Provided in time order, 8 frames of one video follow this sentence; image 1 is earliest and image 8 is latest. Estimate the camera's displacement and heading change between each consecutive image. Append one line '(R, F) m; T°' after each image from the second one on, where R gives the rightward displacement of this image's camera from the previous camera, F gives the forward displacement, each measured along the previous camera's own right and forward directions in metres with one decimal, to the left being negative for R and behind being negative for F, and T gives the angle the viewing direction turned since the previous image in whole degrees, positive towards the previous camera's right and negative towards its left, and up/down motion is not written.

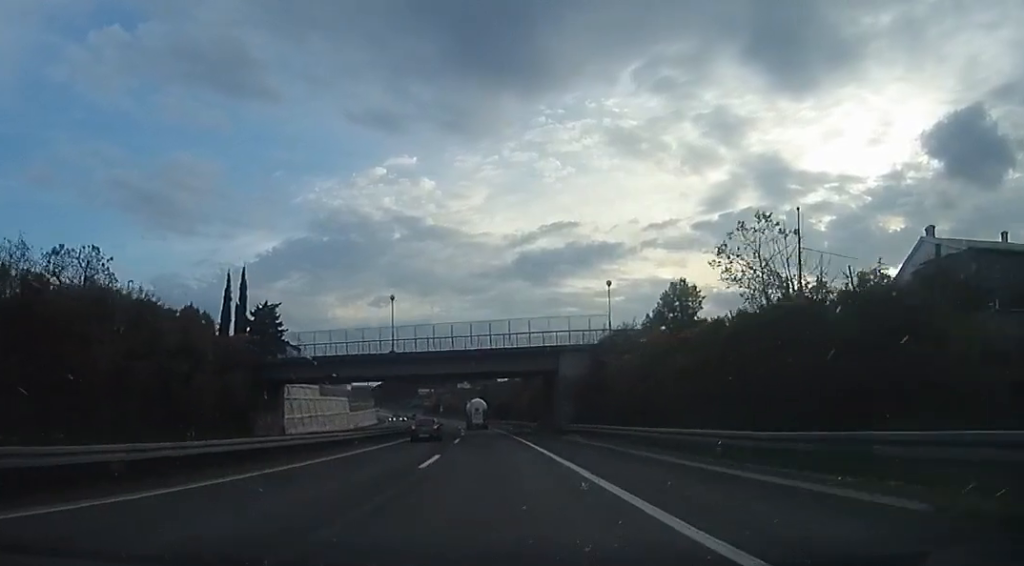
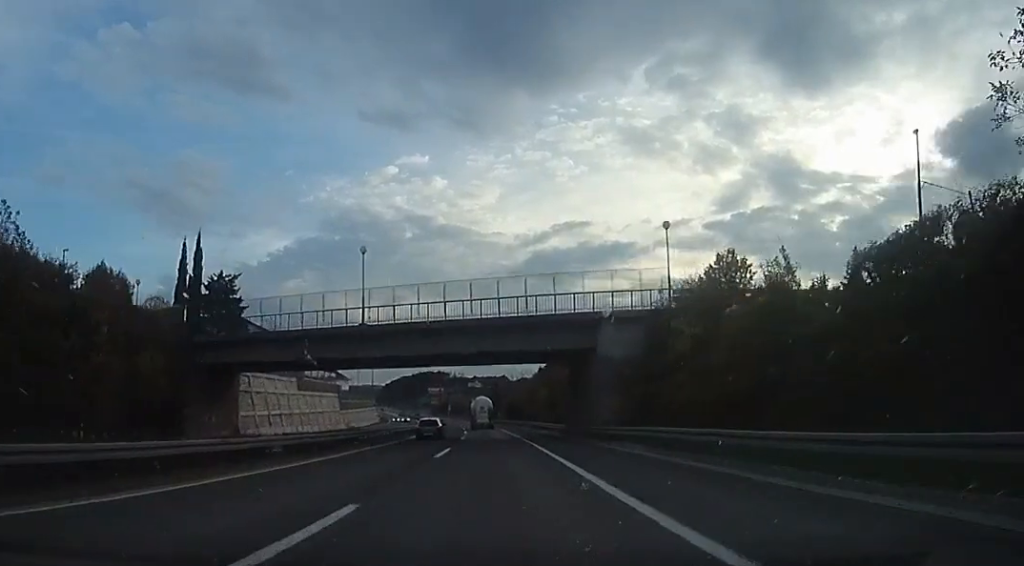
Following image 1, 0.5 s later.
(-0.3, +14.0) m; -1°
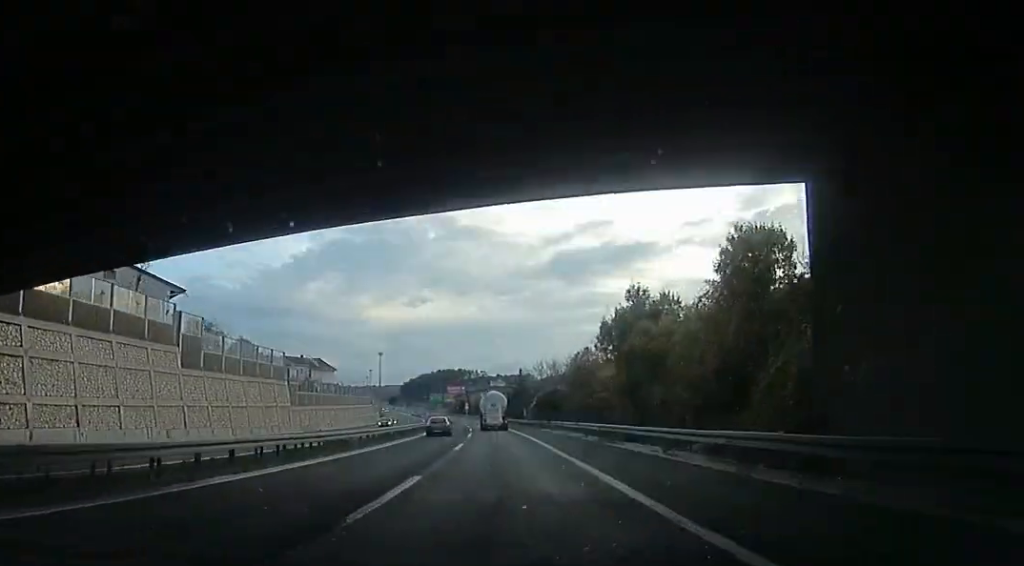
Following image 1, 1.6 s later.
(-0.2, +31.9) m; -2°
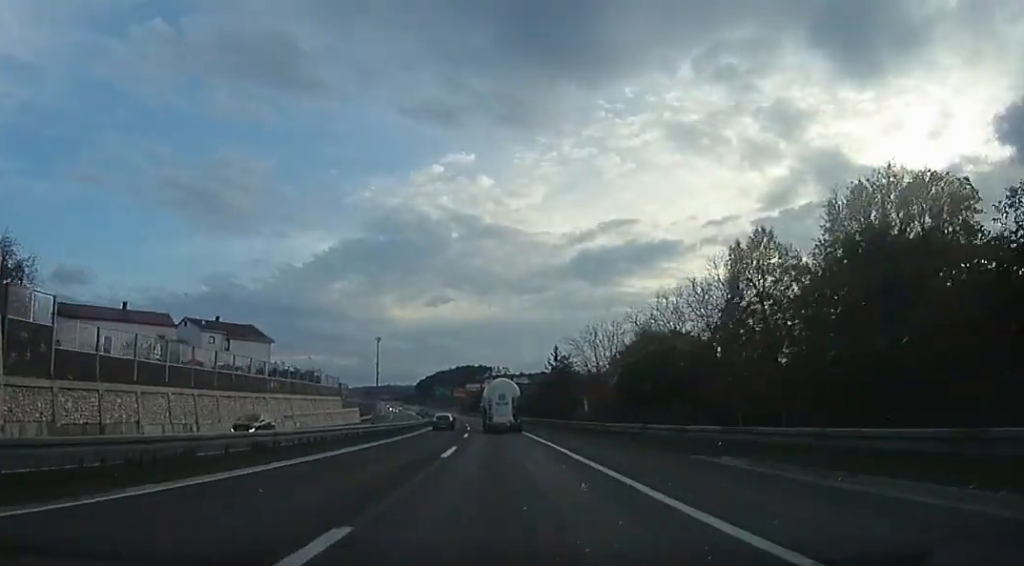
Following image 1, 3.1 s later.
(-1.4, +42.7) m; -3°
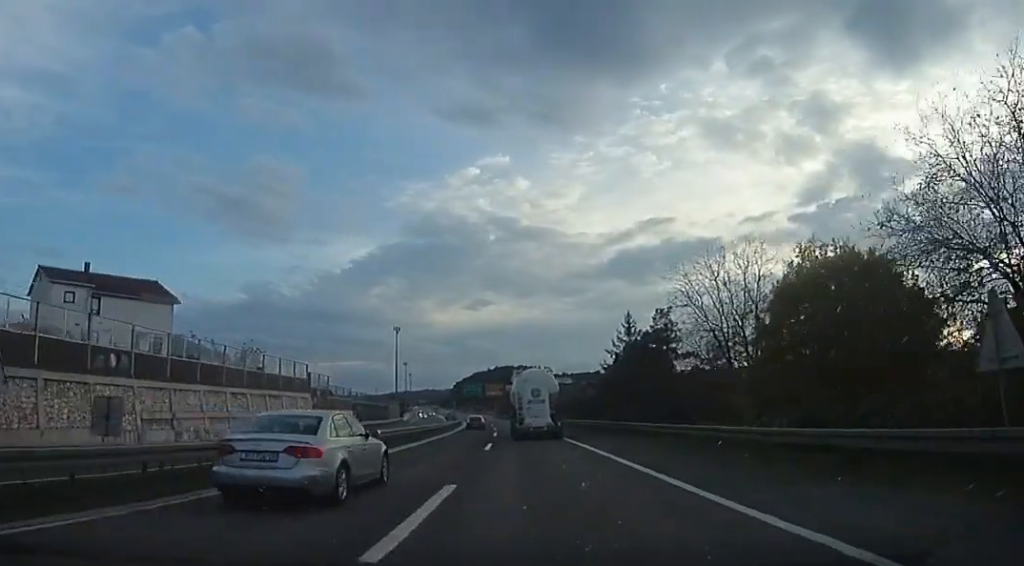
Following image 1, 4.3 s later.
(-0.7, +31.8) m; -4°
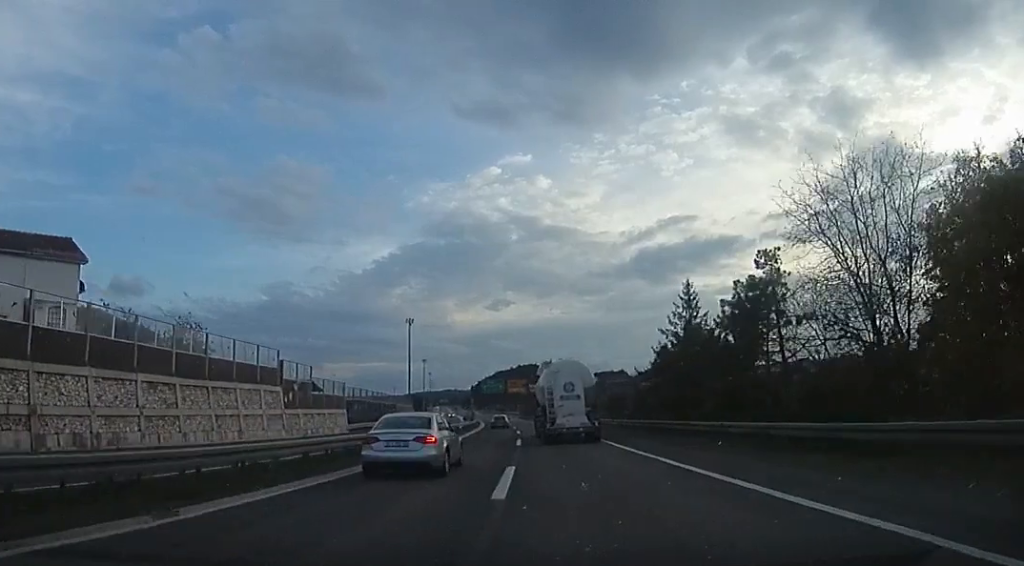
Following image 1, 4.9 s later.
(-0.4, +14.3) m; -2°
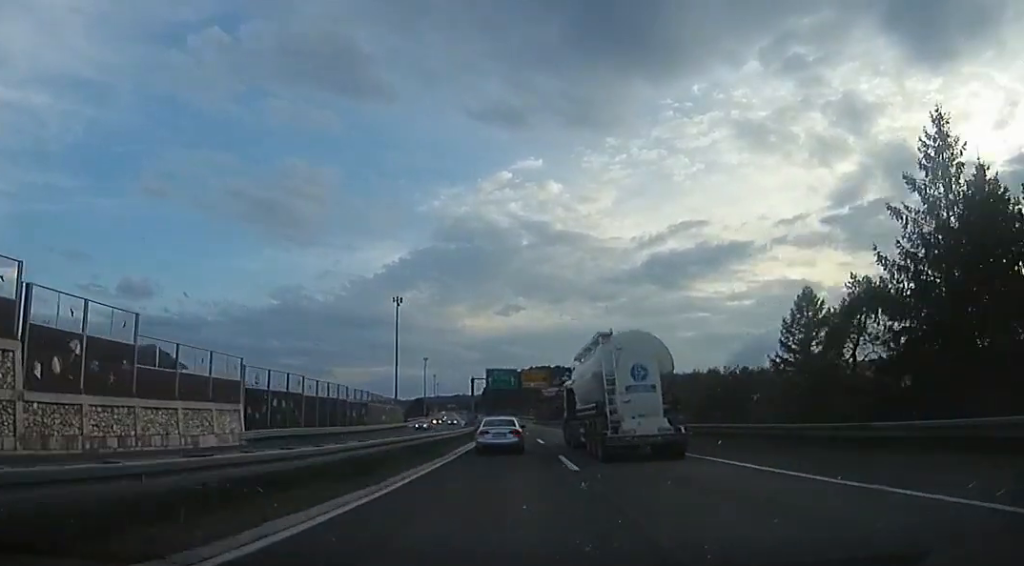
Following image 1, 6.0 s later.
(-0.9, +31.0) m; -1°
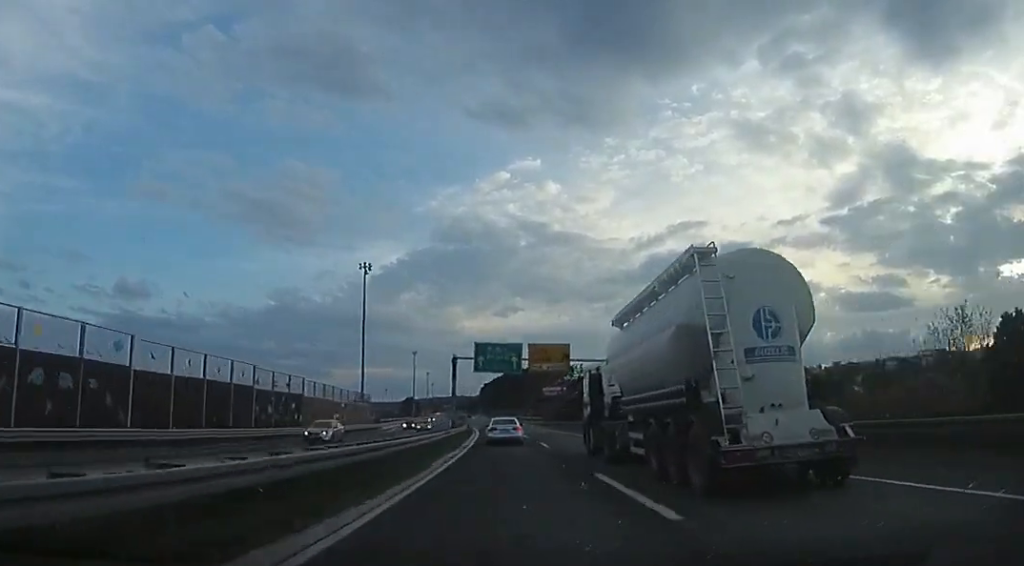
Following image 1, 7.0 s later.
(+0.5, +26.1) m; +1°
